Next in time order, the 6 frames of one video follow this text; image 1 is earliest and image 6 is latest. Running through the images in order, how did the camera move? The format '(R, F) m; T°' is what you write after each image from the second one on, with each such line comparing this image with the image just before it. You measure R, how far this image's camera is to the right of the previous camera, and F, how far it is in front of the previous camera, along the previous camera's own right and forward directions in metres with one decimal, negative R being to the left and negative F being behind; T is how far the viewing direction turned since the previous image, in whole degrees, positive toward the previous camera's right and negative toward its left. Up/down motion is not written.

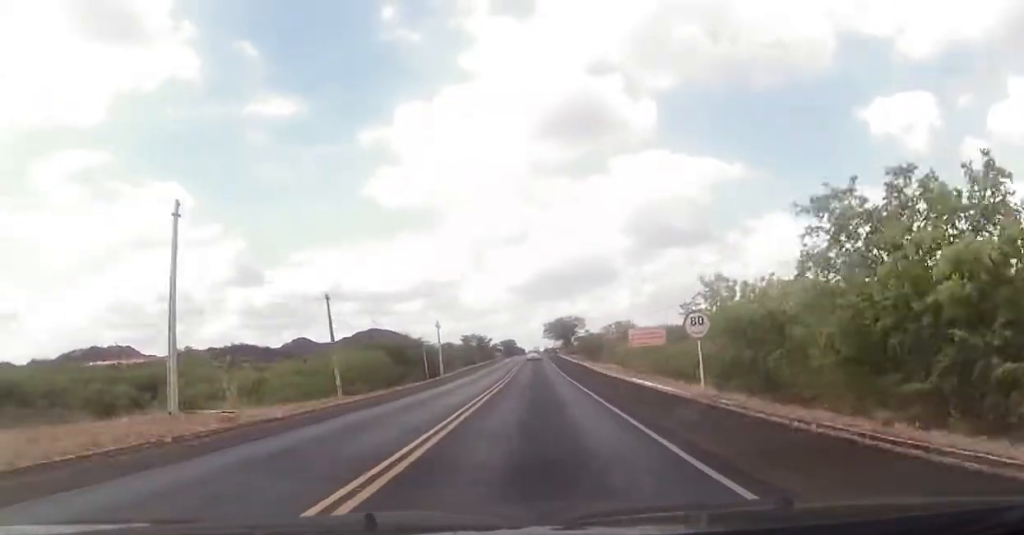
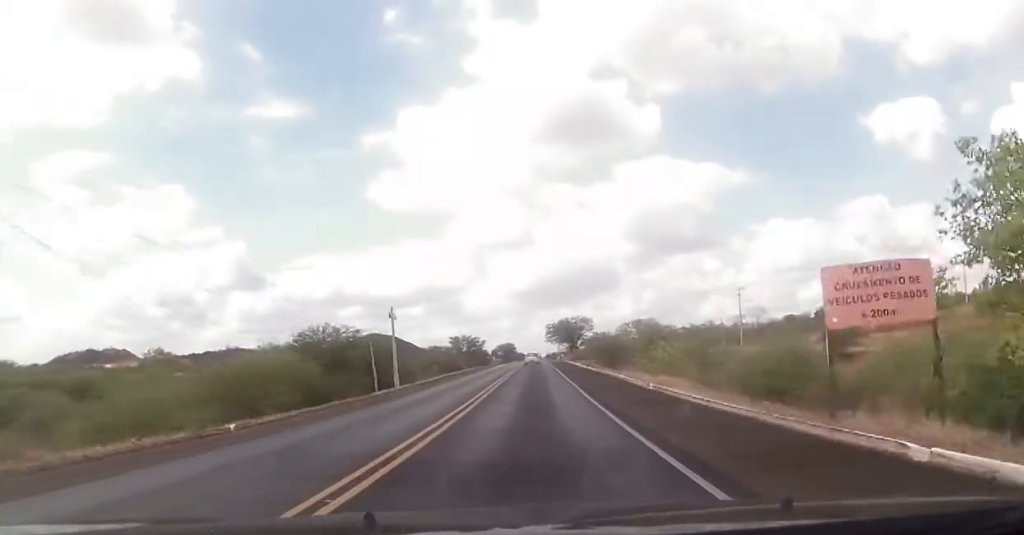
(+0.5, +27.0) m; +2°
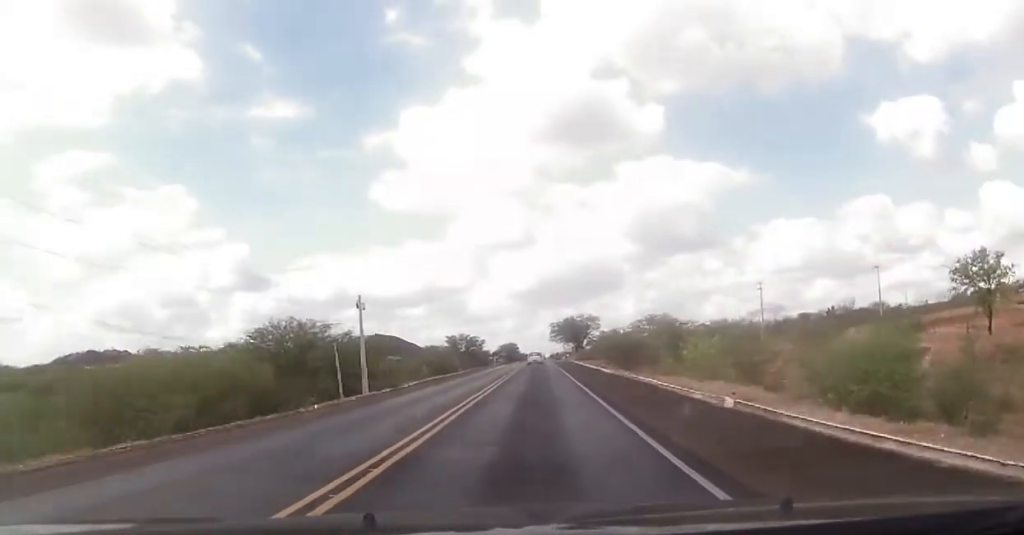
(+0.2, +11.5) m; 0°
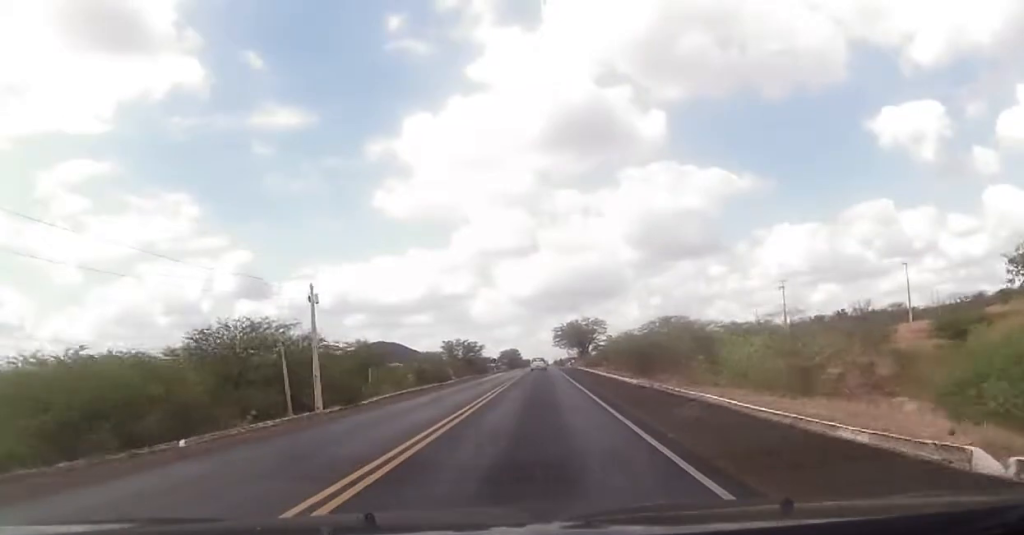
(+0.2, +10.6) m; 0°
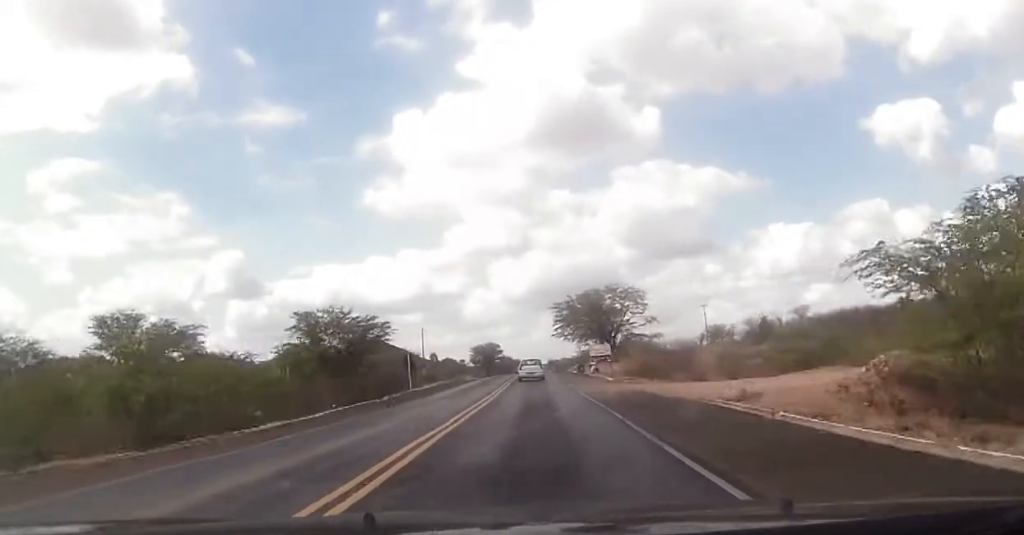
(-3.1, +83.0) m; -1°
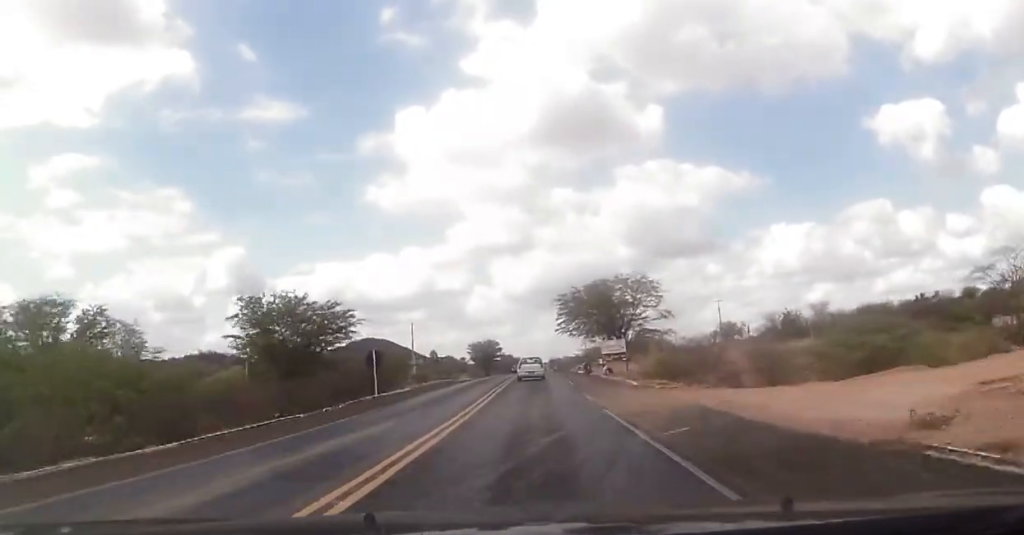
(+0.2, +12.1) m; 0°
